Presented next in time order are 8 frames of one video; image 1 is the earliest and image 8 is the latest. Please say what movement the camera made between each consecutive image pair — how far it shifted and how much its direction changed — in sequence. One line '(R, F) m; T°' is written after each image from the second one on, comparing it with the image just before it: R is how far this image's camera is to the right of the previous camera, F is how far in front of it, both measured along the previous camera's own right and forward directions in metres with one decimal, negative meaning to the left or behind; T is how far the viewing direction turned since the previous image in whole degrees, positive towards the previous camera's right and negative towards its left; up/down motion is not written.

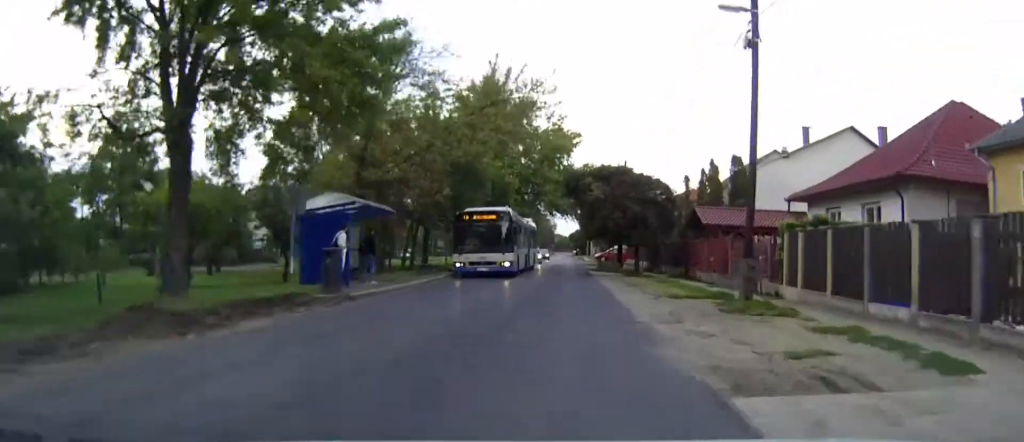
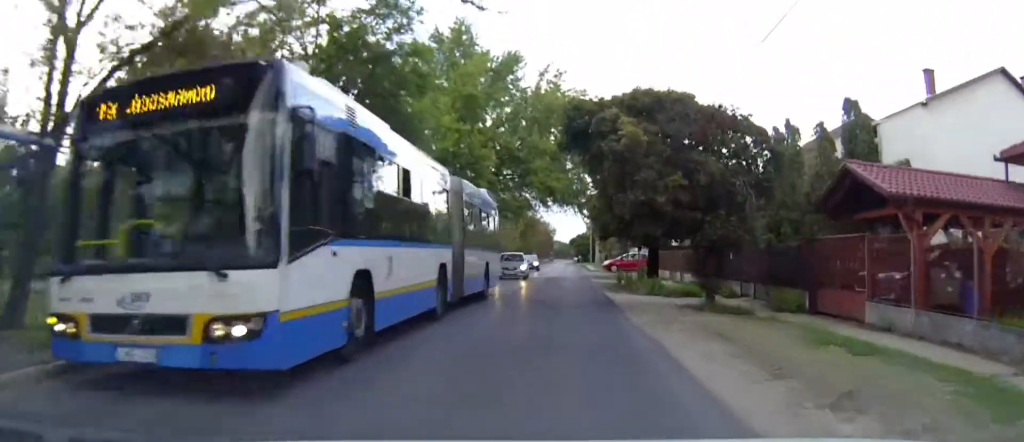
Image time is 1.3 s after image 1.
(+0.1, +18.2) m; 0°
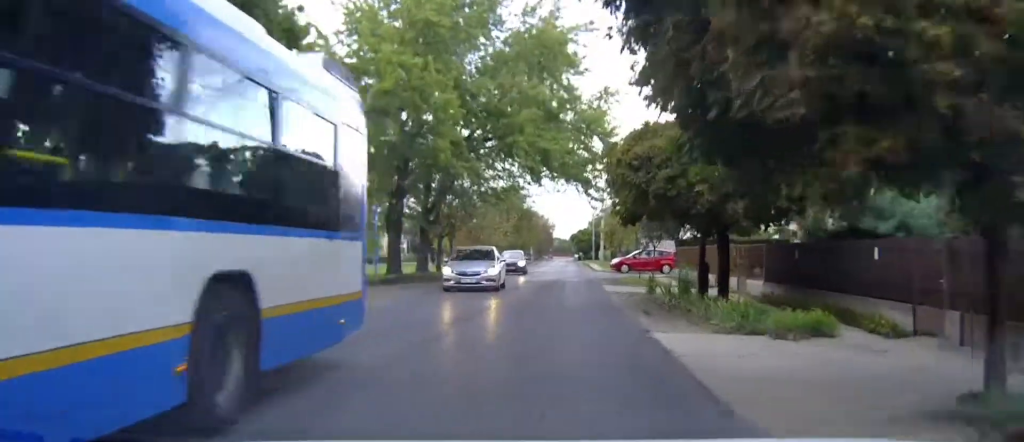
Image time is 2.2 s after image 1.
(0.0, +11.7) m; 0°
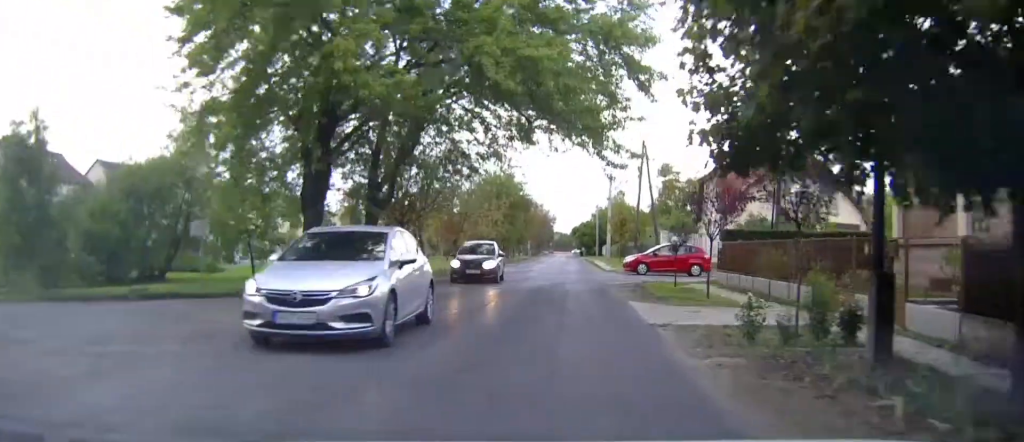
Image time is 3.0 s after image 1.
(0.0, +11.2) m; 0°
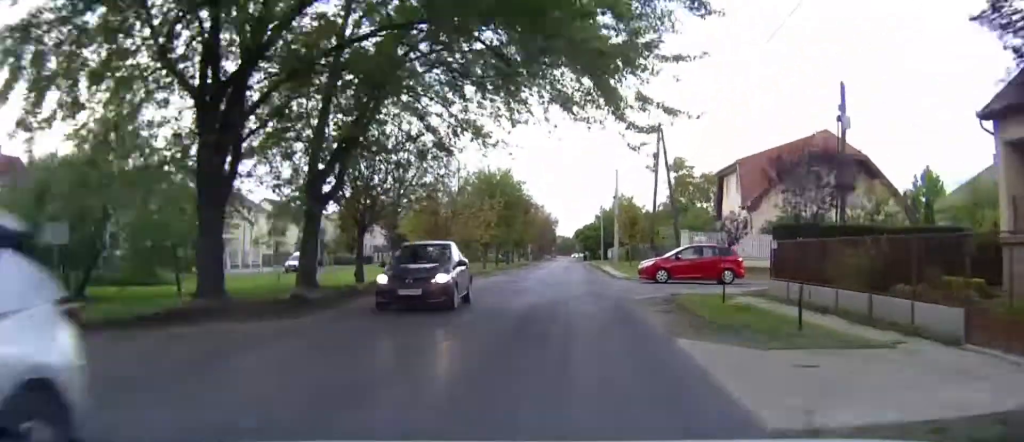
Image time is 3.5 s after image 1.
(0.0, +6.7) m; 0°
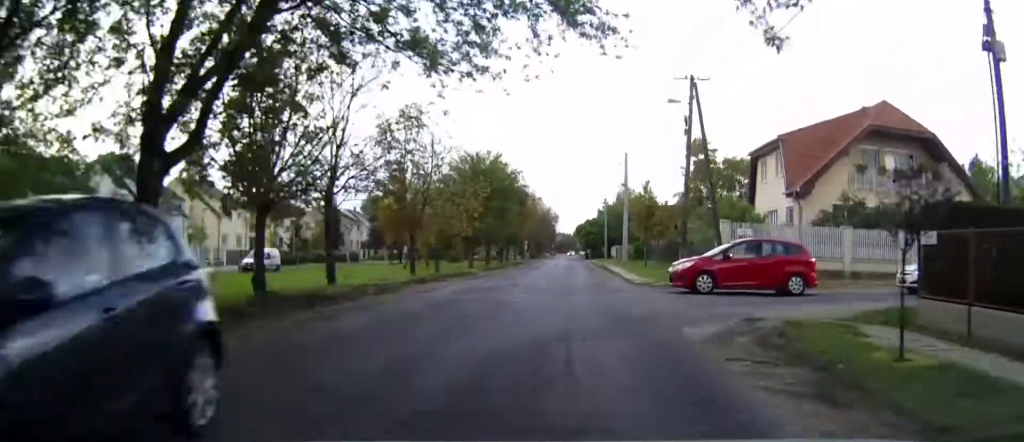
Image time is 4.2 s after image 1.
(0.0, +9.4) m; 0°
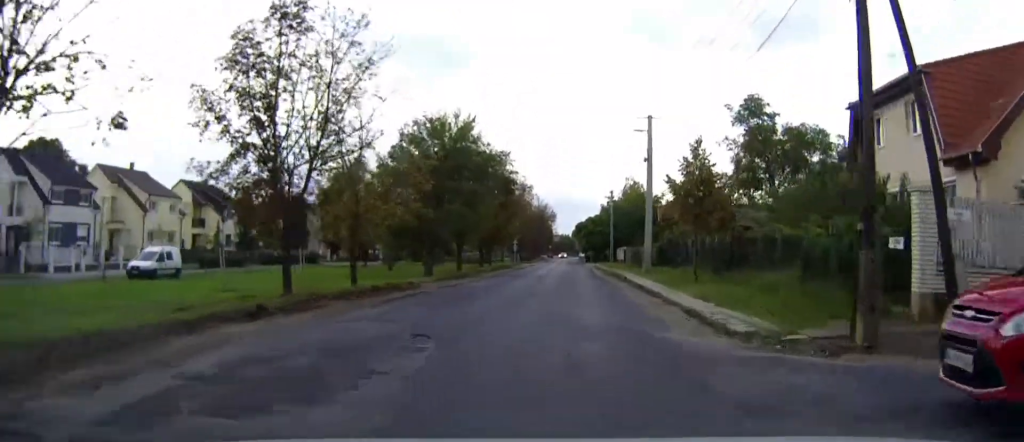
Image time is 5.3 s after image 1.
(0.0, +16.2) m; 0°
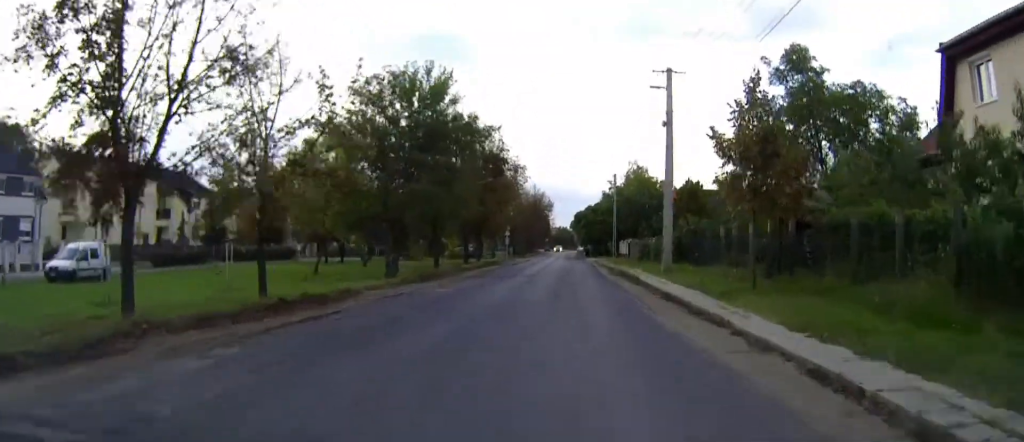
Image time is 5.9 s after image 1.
(0.0, +7.7) m; 0°
